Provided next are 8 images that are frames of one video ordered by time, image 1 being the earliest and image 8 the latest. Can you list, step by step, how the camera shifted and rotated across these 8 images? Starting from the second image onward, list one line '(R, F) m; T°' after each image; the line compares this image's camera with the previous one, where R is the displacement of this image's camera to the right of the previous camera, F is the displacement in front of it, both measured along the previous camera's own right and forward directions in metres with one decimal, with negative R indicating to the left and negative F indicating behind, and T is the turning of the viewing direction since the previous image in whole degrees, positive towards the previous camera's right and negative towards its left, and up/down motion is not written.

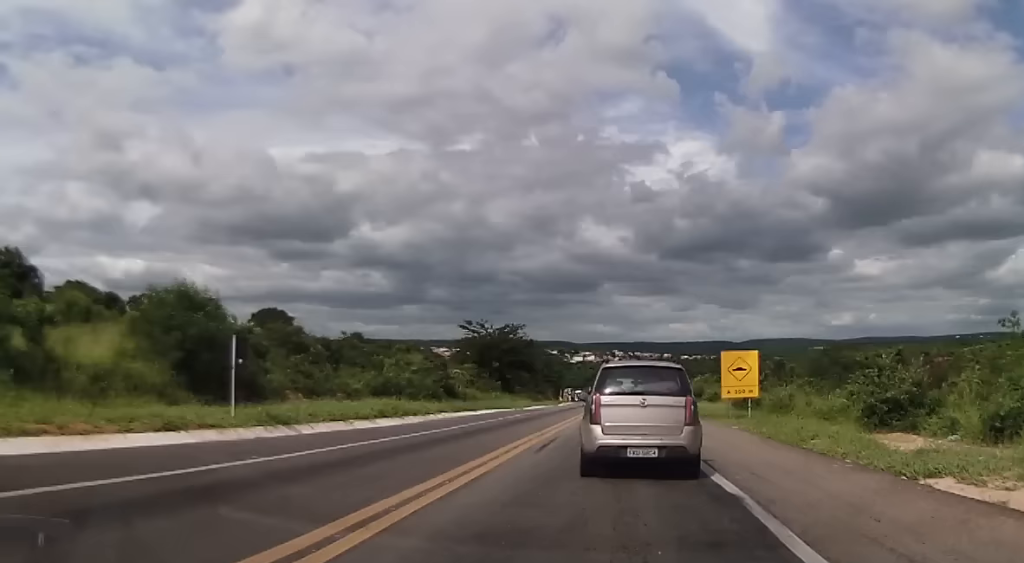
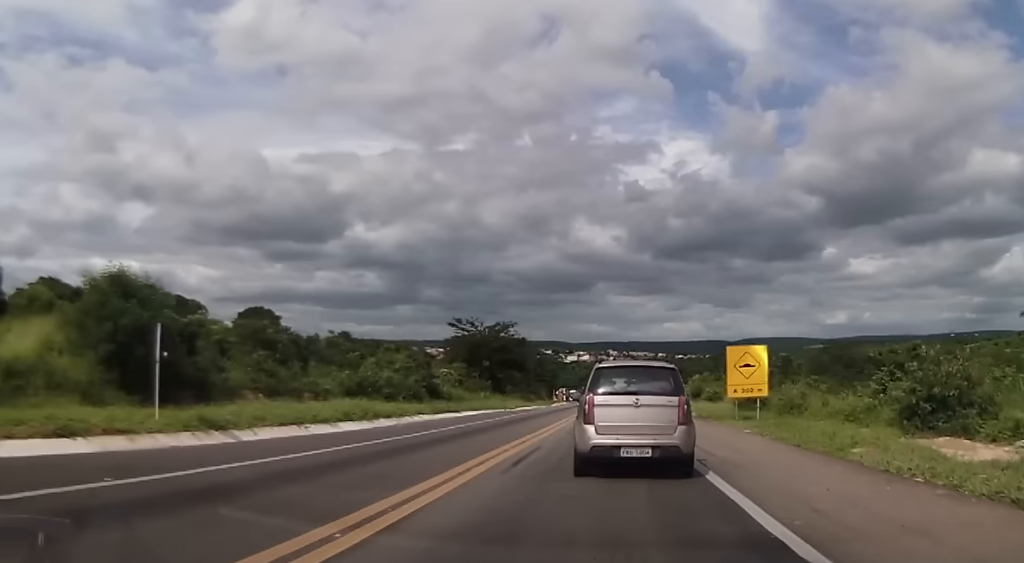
(+0.4, +4.0) m; 0°
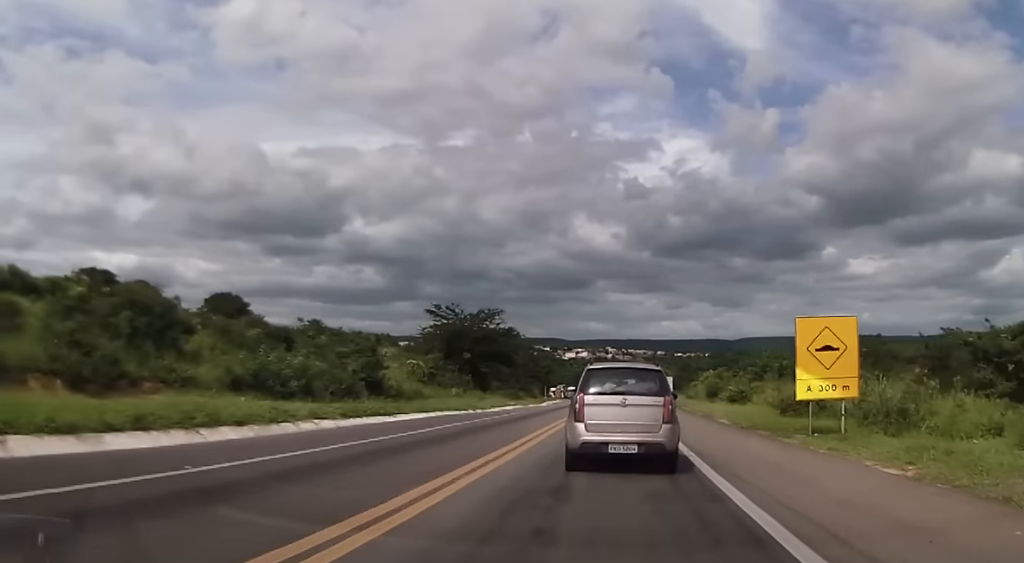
(-0.1, +13.5) m; +2°
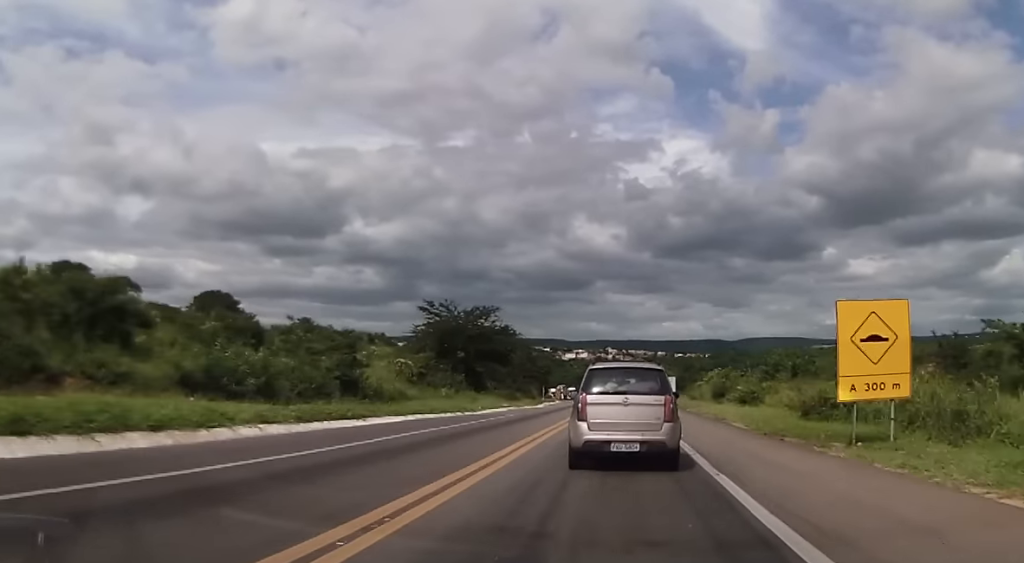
(0.0, +4.0) m; +1°
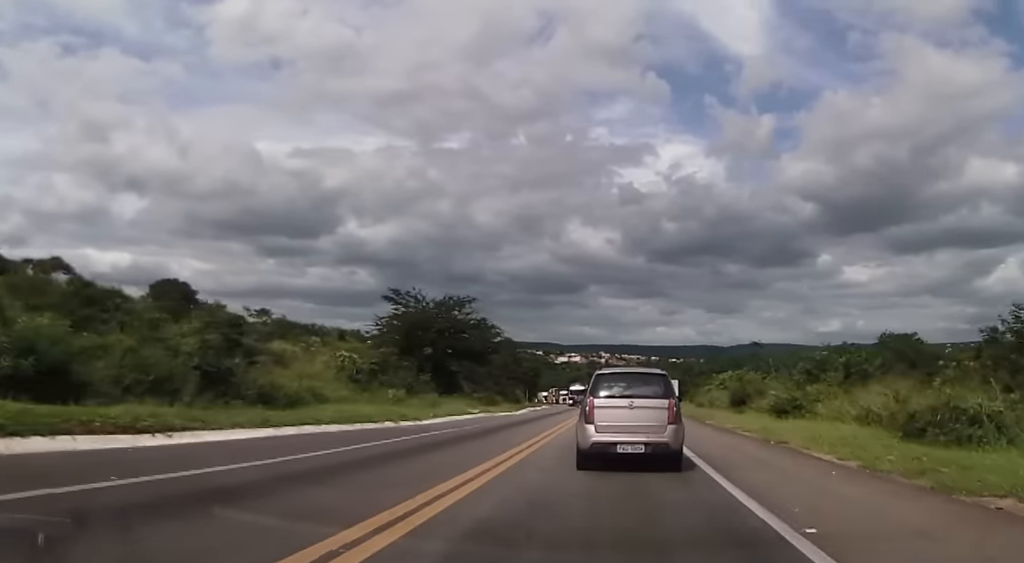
(0.0, +12.6) m; 0°
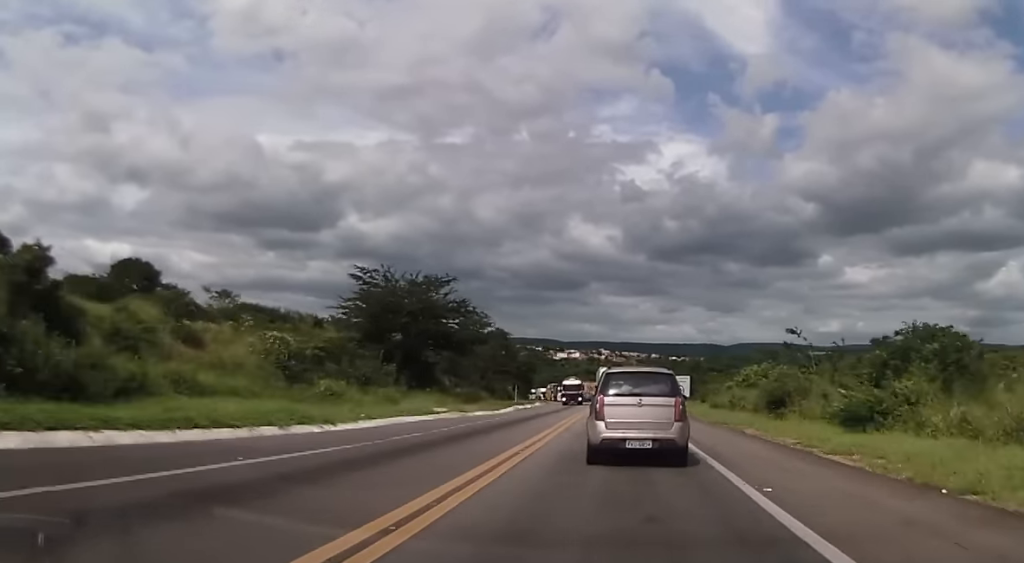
(-0.2, +11.6) m; +1°
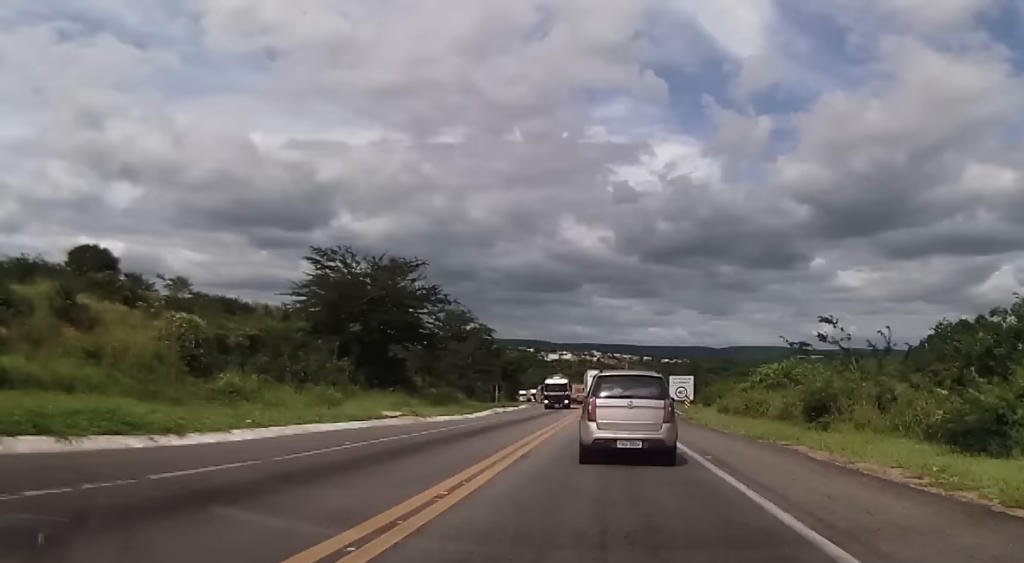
(+0.2, +9.1) m; 0°
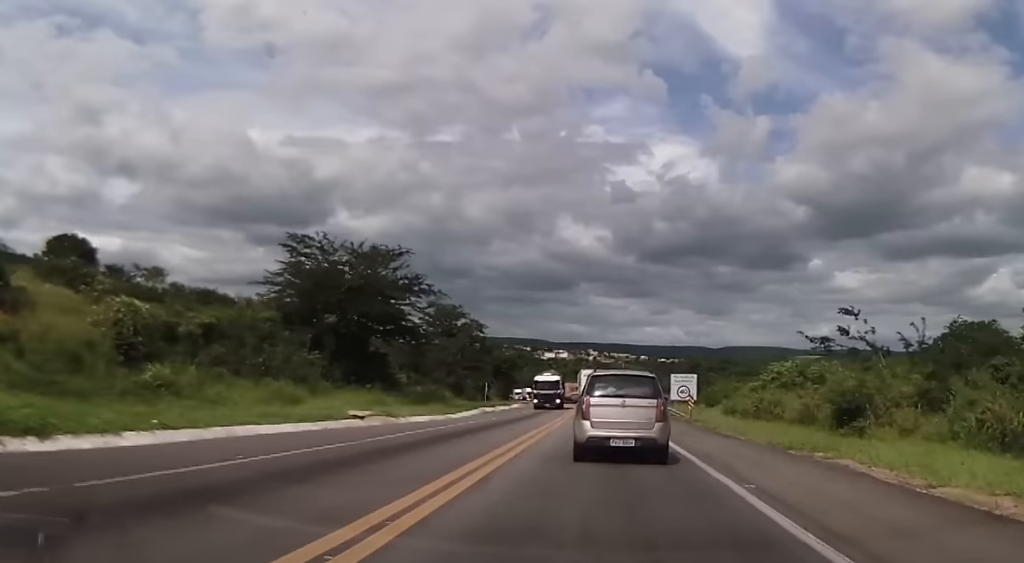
(+0.1, +4.4) m; -1°
